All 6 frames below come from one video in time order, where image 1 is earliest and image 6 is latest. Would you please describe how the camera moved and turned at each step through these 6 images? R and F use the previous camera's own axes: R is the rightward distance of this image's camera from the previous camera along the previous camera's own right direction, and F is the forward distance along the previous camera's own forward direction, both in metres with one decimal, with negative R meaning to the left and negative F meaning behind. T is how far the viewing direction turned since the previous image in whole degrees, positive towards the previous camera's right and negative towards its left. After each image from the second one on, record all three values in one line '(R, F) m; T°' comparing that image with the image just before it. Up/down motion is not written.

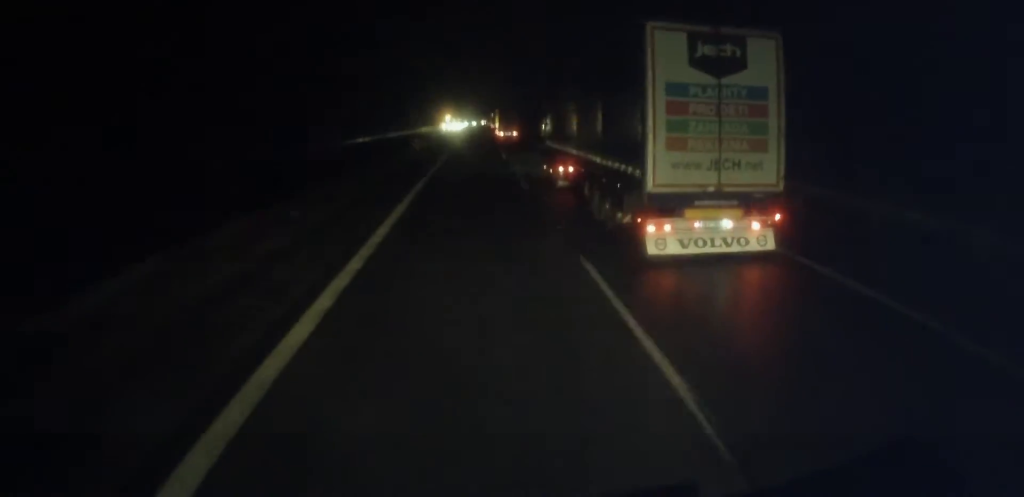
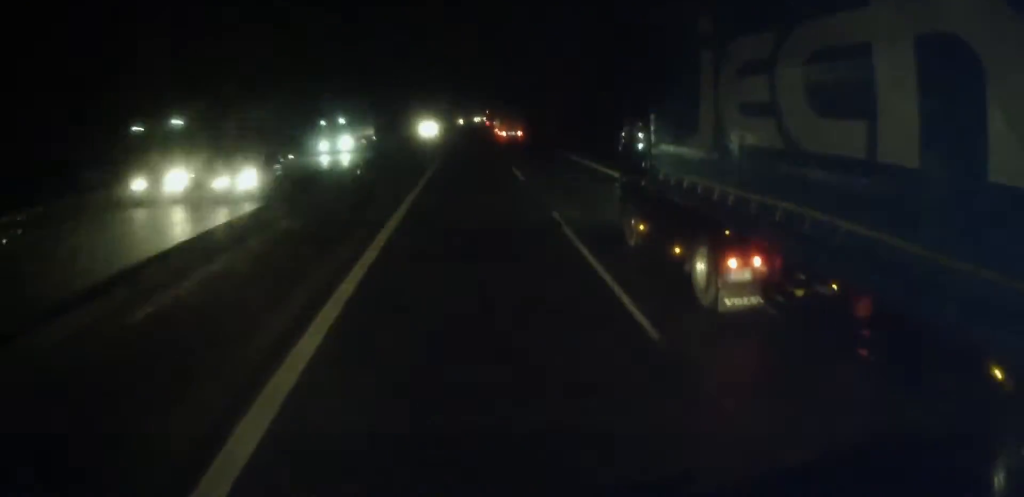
(+1.0, +167.9) m; +1°
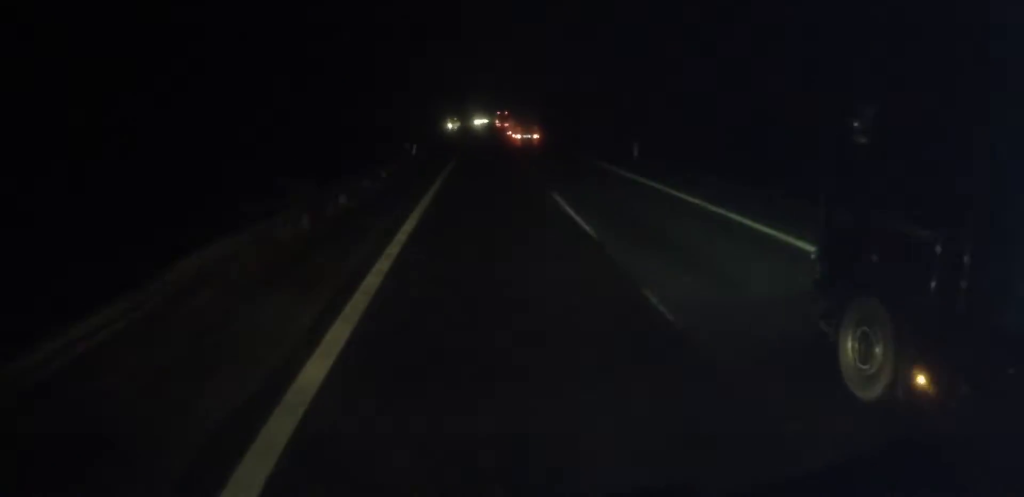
(+0.5, +78.7) m; 0°
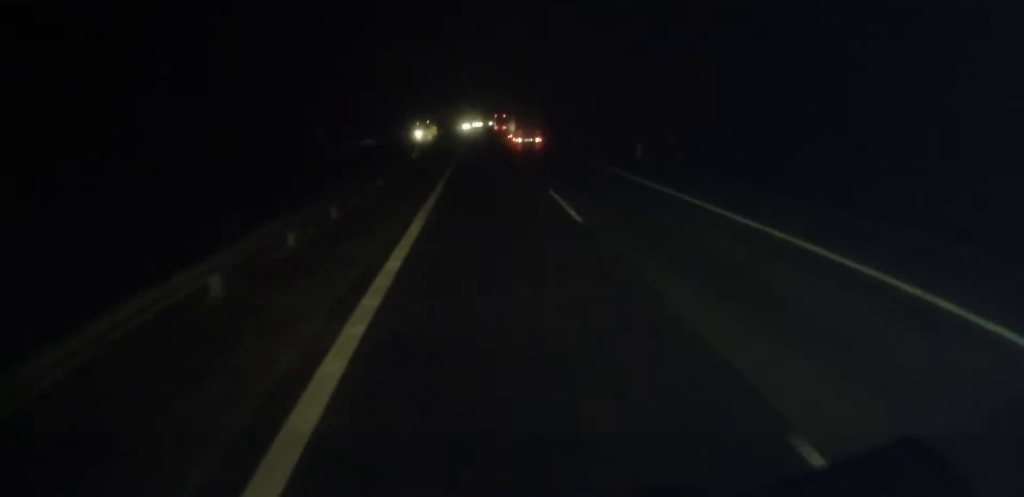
(+0.2, +49.3) m; 0°
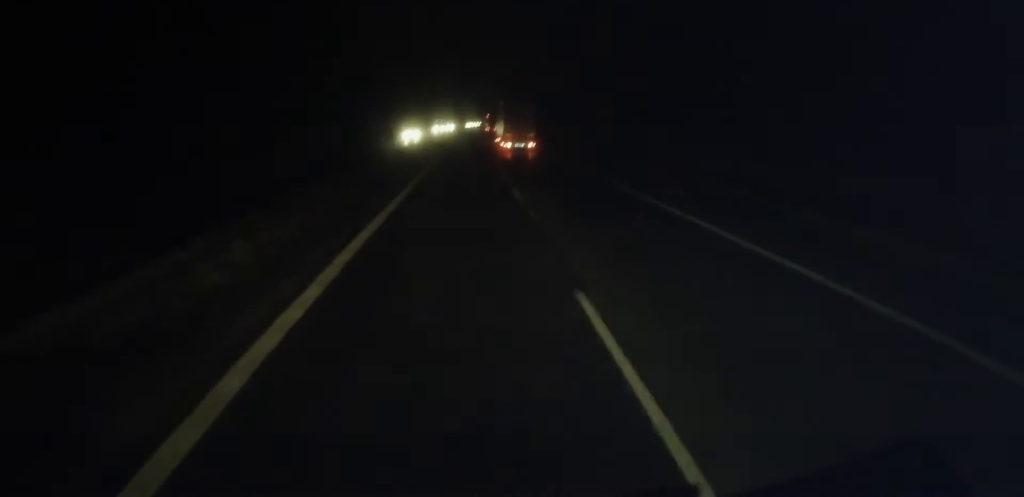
(+1.0, +131.2) m; +1°
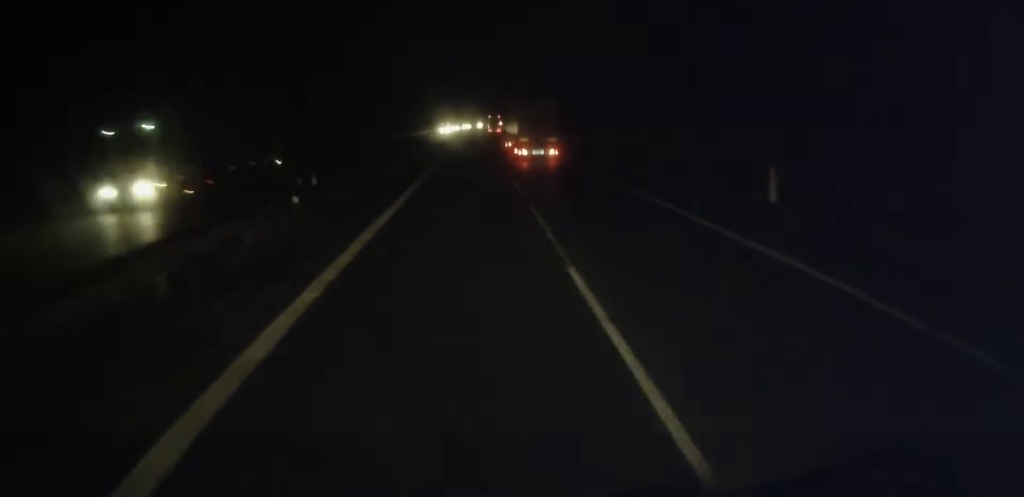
(+0.8, +134.6) m; +1°
